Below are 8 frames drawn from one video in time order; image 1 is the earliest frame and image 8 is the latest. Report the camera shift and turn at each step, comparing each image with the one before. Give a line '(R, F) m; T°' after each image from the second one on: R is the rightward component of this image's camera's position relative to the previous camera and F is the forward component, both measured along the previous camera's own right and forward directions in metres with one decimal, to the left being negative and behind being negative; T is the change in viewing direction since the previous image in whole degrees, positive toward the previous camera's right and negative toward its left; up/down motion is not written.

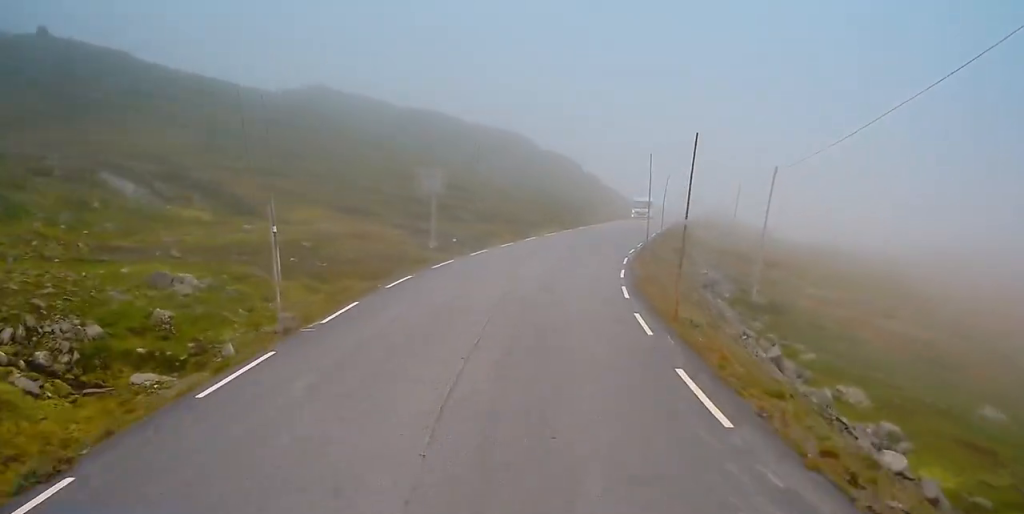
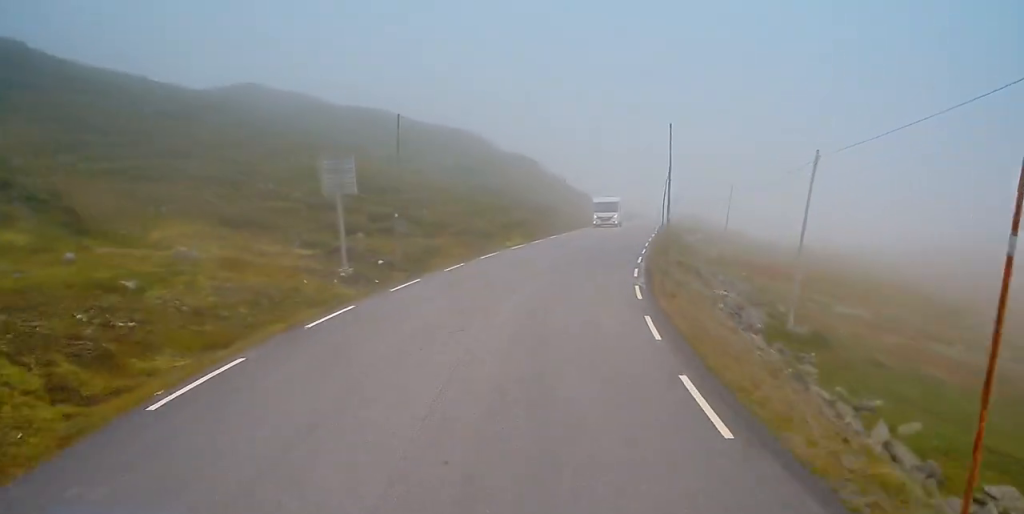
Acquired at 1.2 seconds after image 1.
(+0.3, +12.5) m; +3°
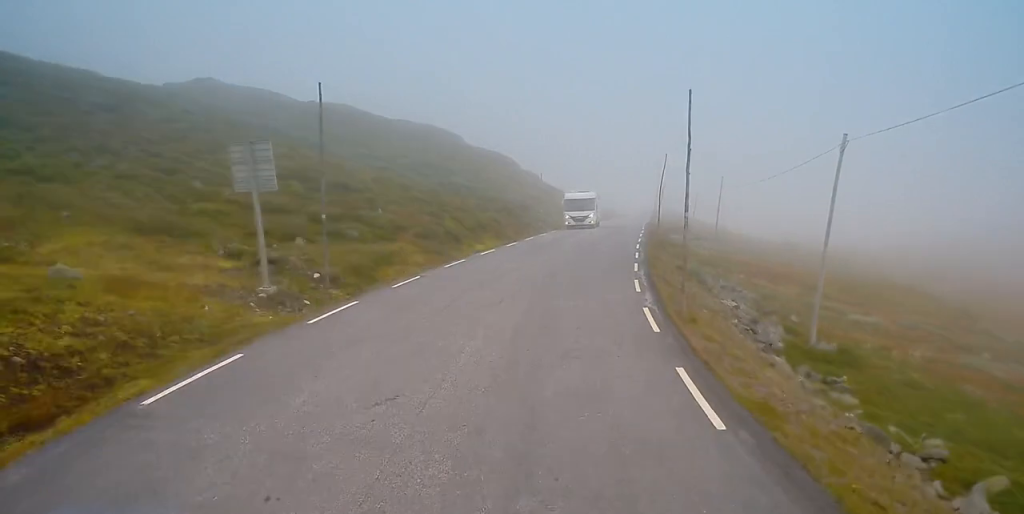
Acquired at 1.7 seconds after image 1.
(0.0, +5.8) m; +1°
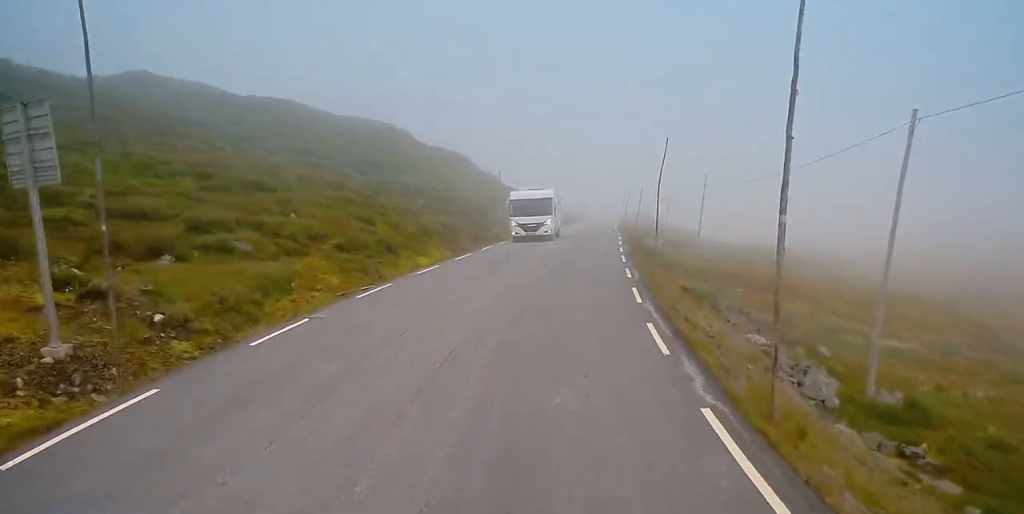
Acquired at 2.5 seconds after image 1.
(+0.4, +8.3) m; +2°
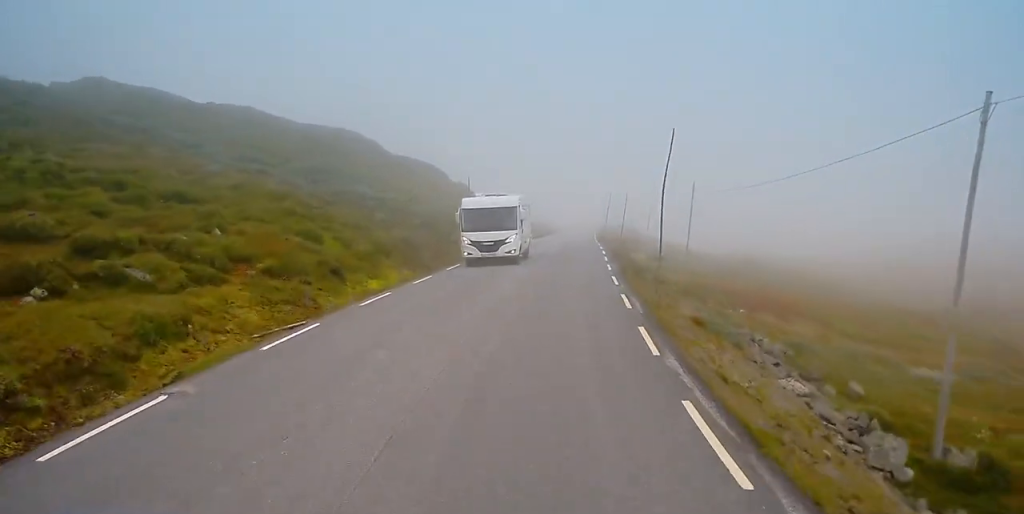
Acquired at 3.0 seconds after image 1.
(0.0, +5.1) m; +1°
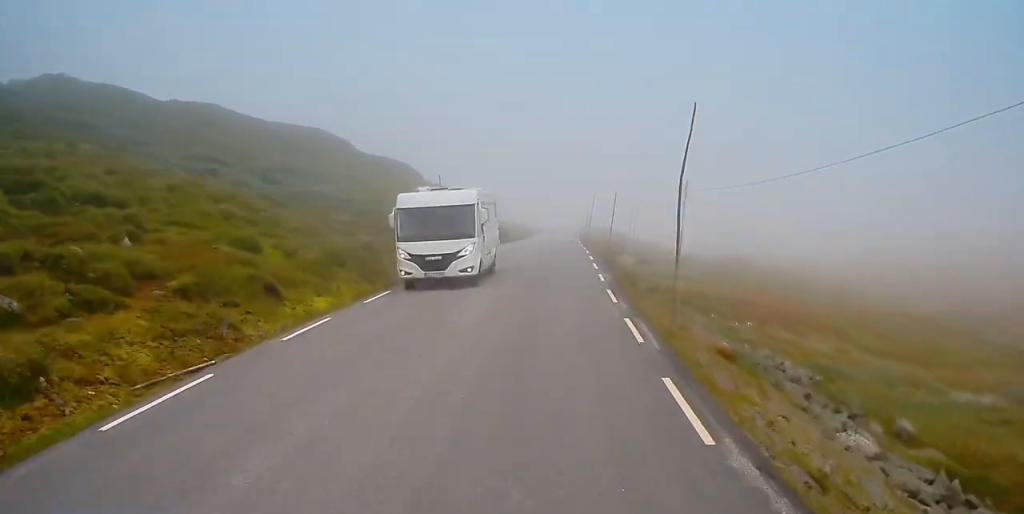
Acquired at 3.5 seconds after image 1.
(-0.1, +4.6) m; +1°
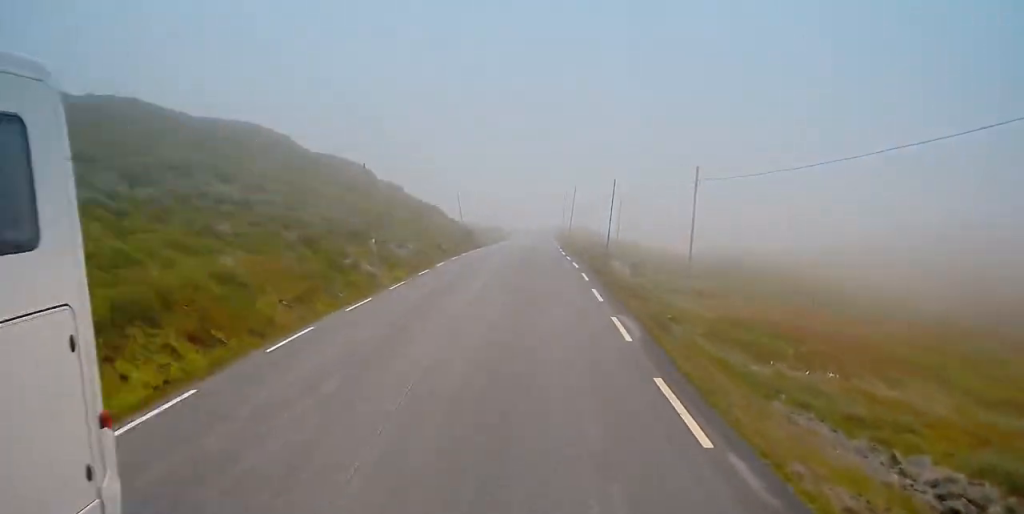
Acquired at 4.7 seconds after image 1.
(+0.4, +12.1) m; +1°
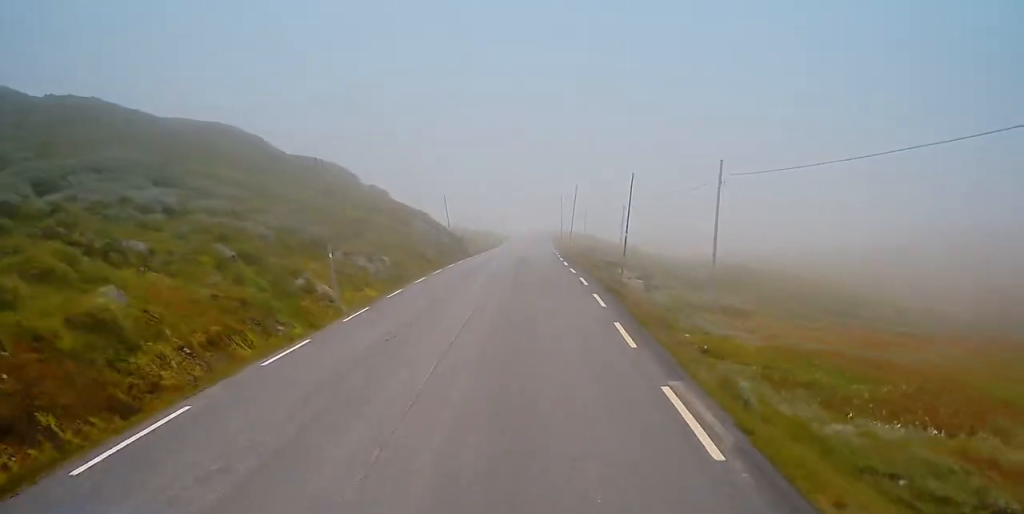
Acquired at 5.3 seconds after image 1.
(-0.1, +6.3) m; -1°
